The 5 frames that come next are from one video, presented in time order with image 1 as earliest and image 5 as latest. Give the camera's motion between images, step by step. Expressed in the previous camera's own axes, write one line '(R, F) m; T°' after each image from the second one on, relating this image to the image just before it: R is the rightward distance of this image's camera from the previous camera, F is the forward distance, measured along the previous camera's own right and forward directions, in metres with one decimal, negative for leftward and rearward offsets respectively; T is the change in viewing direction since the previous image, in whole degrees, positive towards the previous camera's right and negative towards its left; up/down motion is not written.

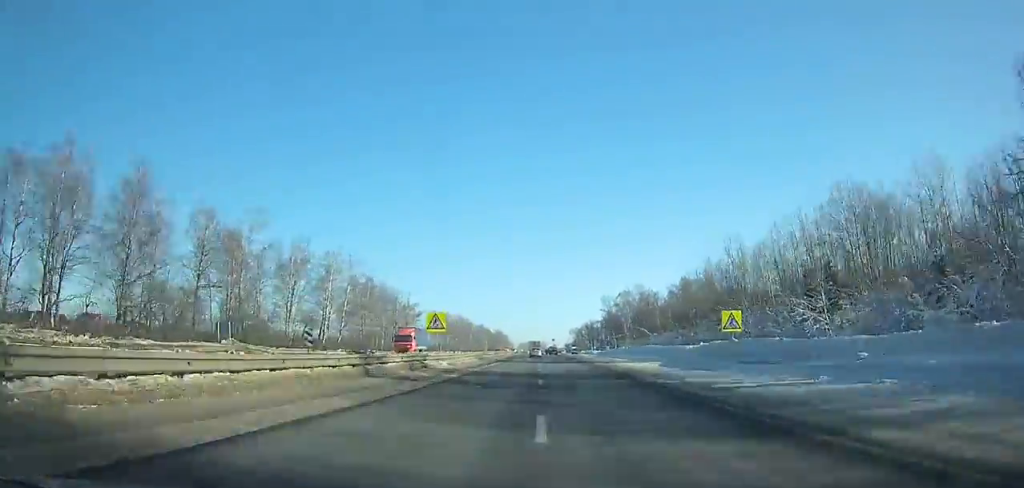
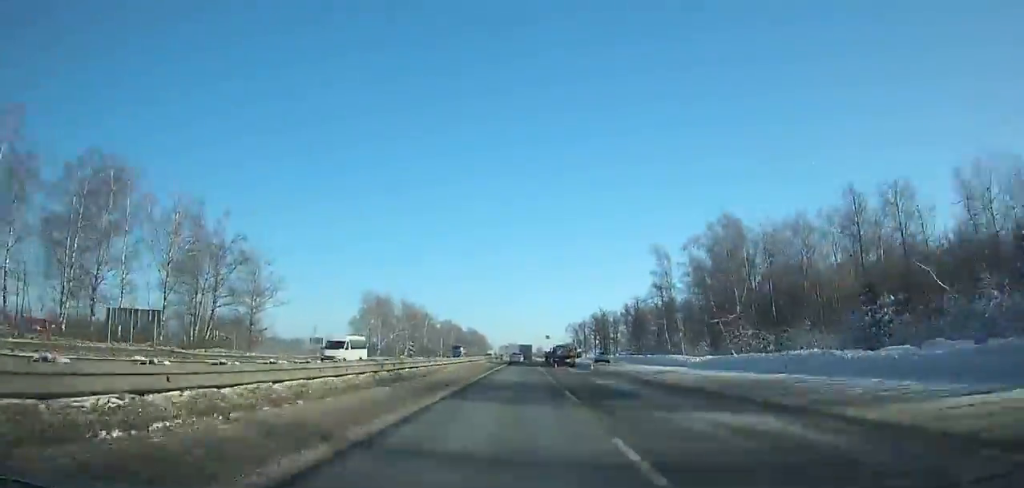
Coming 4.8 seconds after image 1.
(+1.2, +98.0) m; +1°
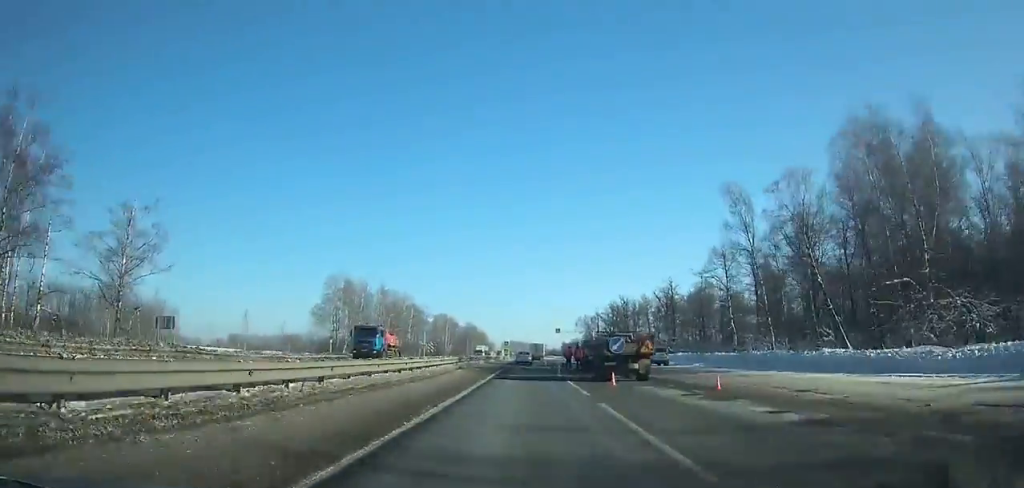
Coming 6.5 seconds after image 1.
(0.0, +34.1) m; 0°
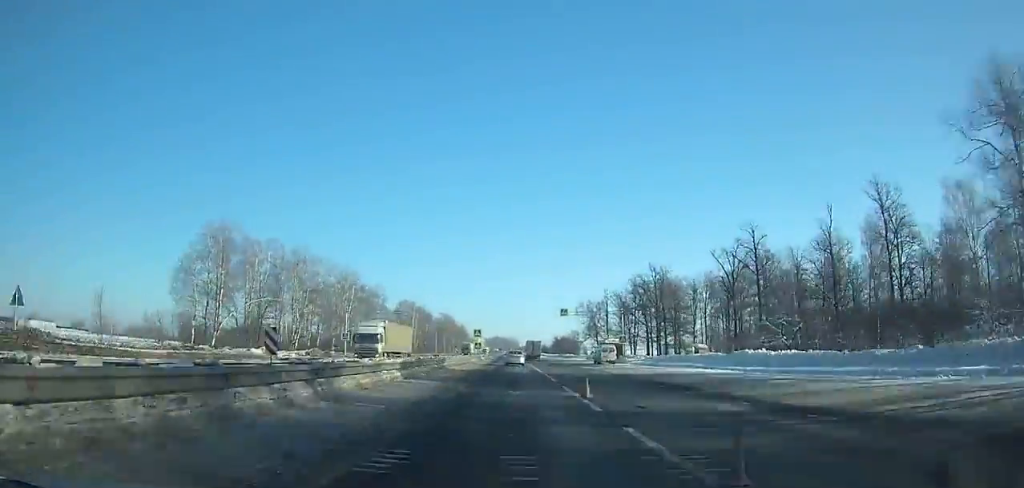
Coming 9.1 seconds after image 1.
(+0.2, +51.9) m; 0°
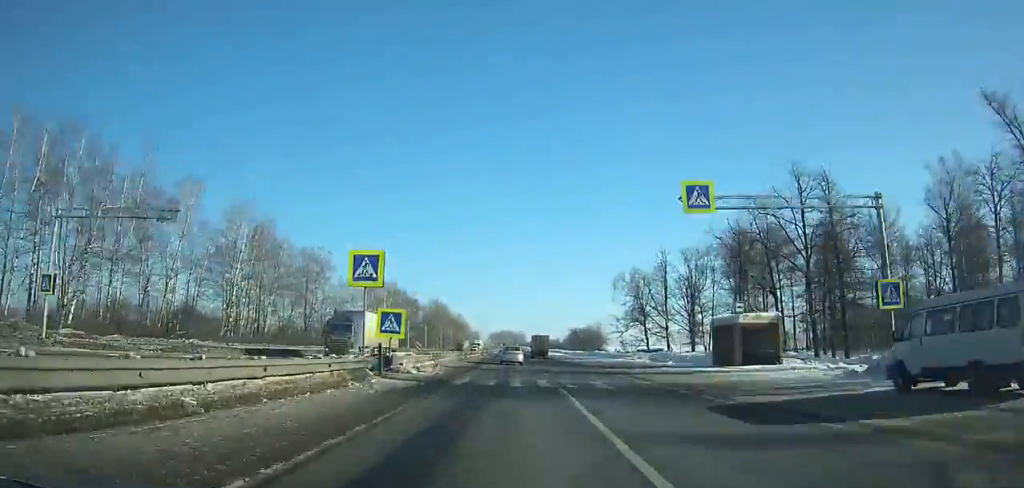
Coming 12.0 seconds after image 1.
(0.0, +58.1) m; 0°
